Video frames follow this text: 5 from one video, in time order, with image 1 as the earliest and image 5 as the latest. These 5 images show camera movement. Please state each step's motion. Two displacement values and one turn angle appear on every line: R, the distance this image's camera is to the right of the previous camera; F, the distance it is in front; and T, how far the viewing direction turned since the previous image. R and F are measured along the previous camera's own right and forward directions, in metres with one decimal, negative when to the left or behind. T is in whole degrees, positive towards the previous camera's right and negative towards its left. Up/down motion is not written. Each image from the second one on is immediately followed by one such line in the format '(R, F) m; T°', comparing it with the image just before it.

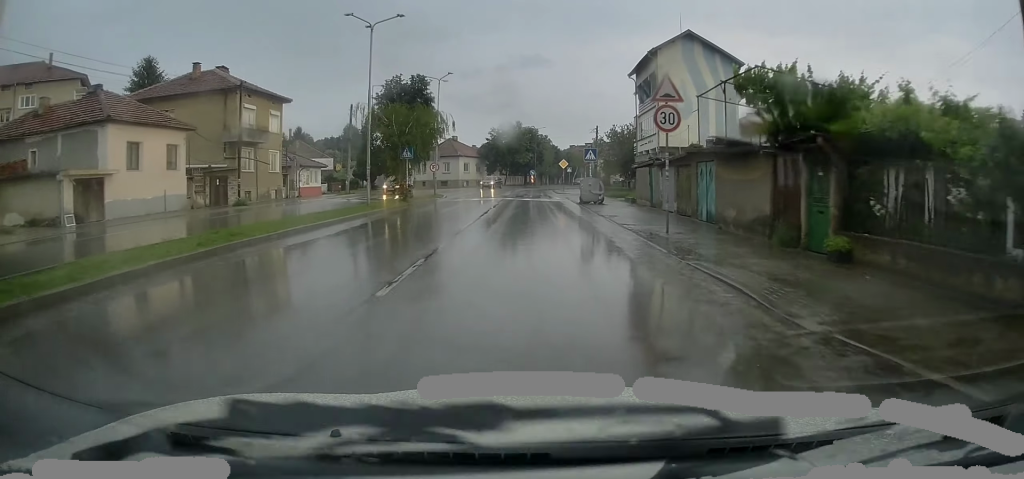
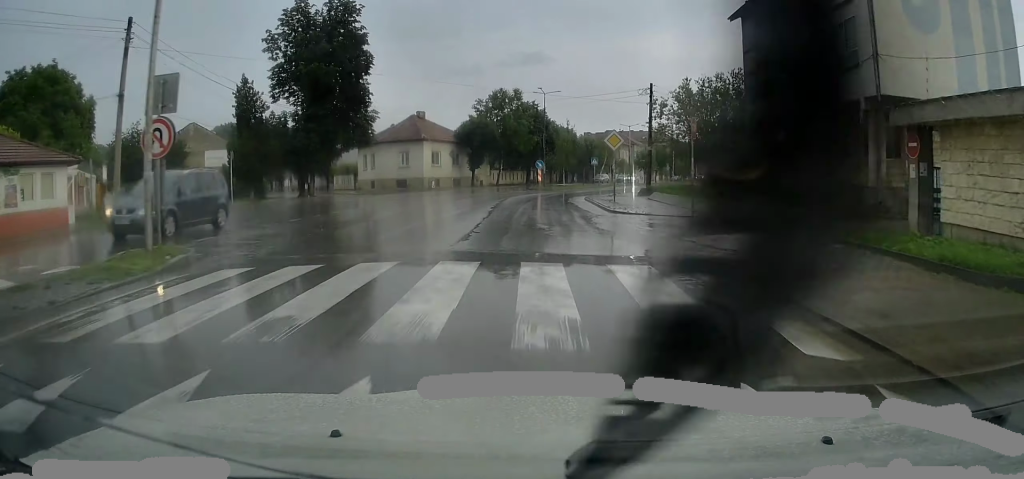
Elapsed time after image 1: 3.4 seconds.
(-0.7, +36.2) m; 0°
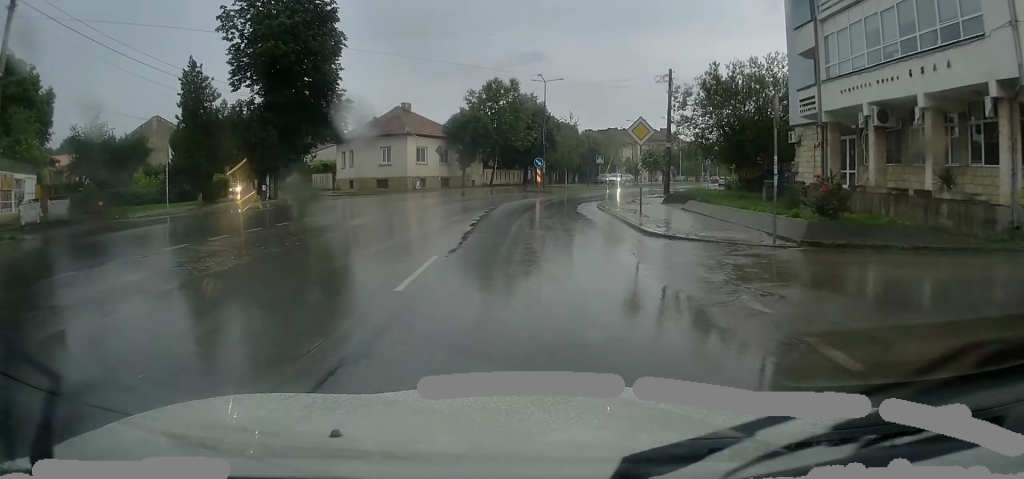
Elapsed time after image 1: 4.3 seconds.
(+0.2, +7.6) m; 0°
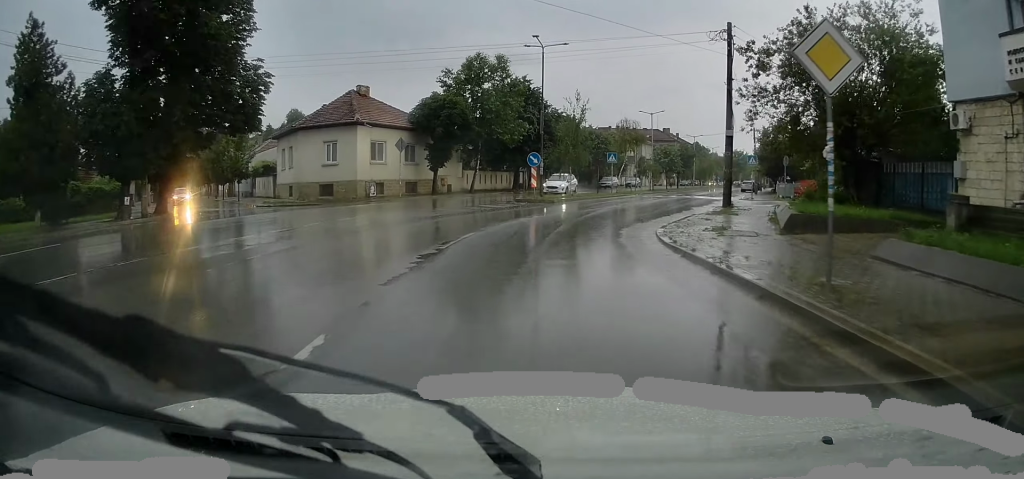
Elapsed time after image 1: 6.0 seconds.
(-0.1, +14.1) m; +2°
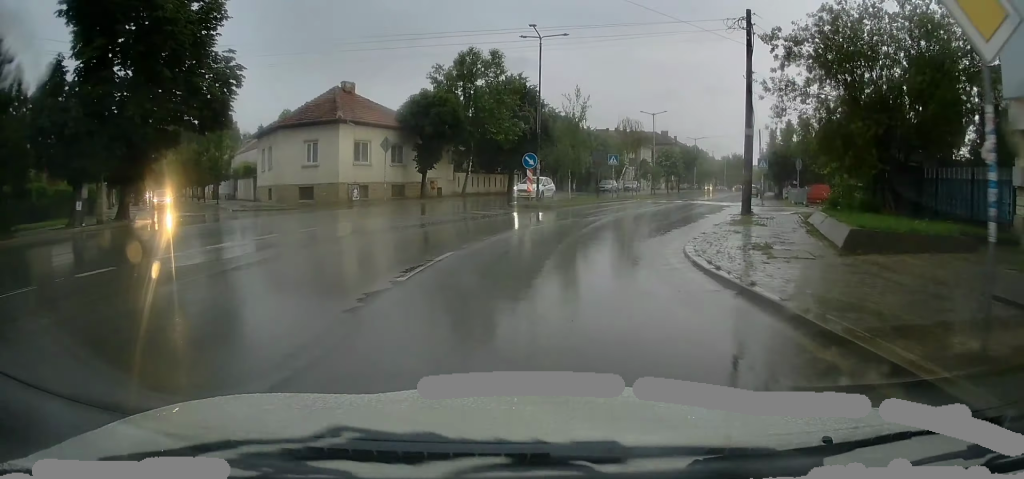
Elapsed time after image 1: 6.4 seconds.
(0.0, +3.2) m; +1°
